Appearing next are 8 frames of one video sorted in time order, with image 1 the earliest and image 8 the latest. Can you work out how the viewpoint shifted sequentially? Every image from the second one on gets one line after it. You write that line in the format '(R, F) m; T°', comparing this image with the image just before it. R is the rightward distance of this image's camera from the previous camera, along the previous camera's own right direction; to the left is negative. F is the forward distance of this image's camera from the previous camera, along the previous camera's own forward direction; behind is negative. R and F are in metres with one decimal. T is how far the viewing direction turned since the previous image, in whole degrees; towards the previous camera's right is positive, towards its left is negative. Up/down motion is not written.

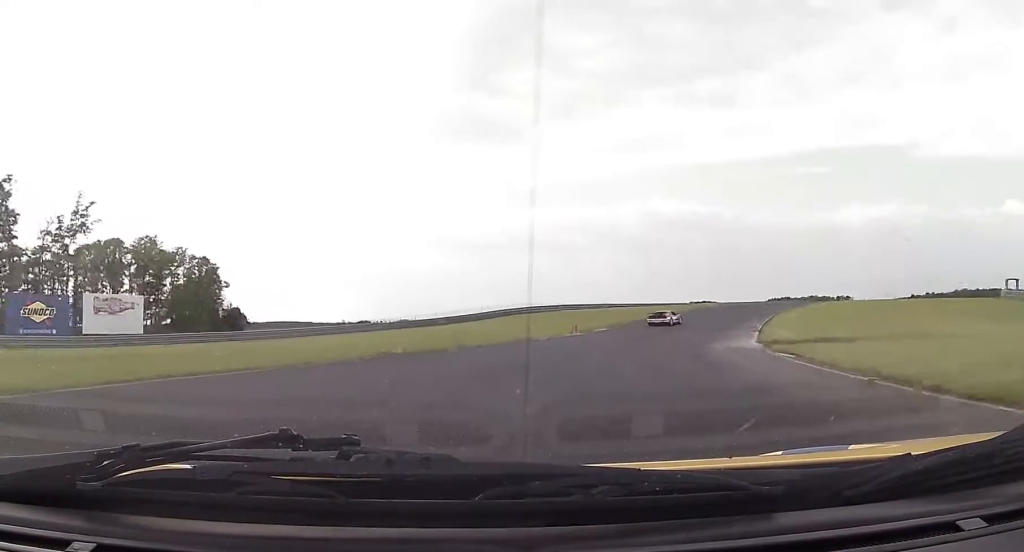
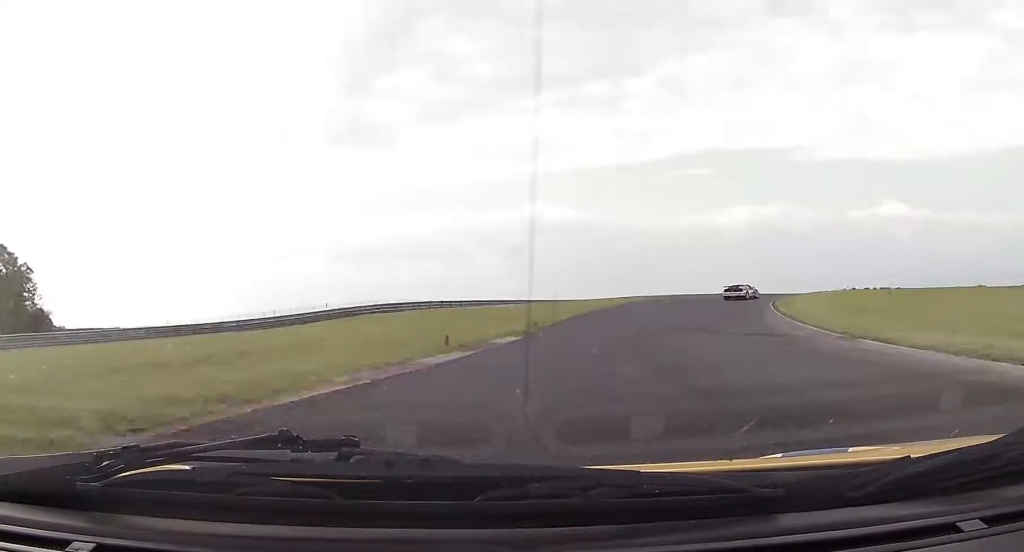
(+2.3, +28.1) m; +12°
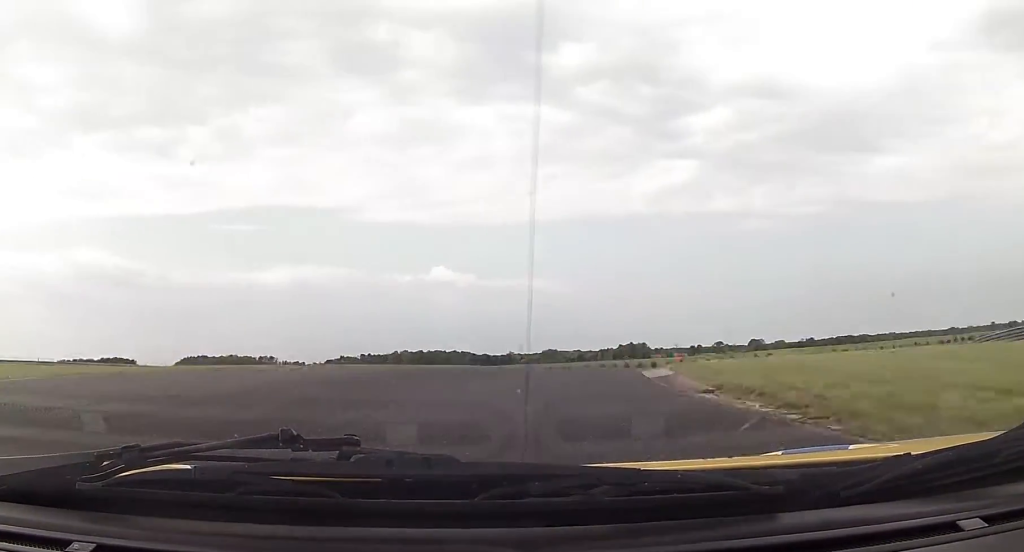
(+16.6, +50.4) m; +38°
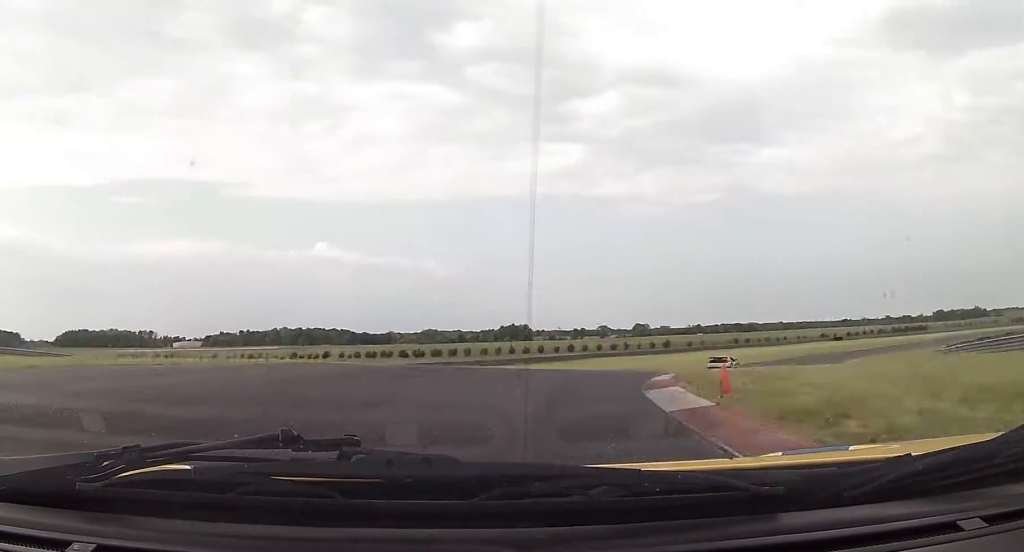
(+0.9, +13.9) m; +10°
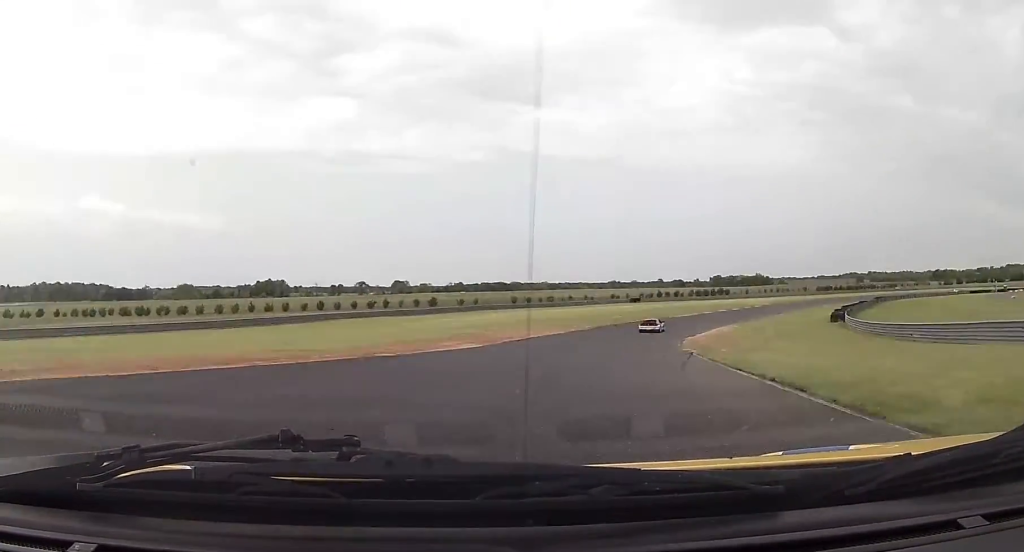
(+4.3, +27.4) m; +17°
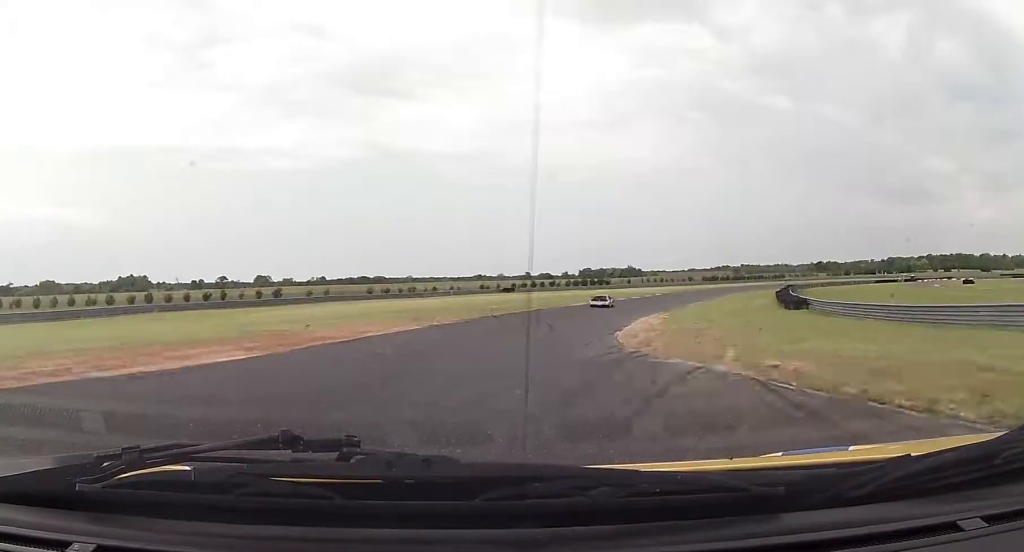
(+2.2, +20.7) m; +11°
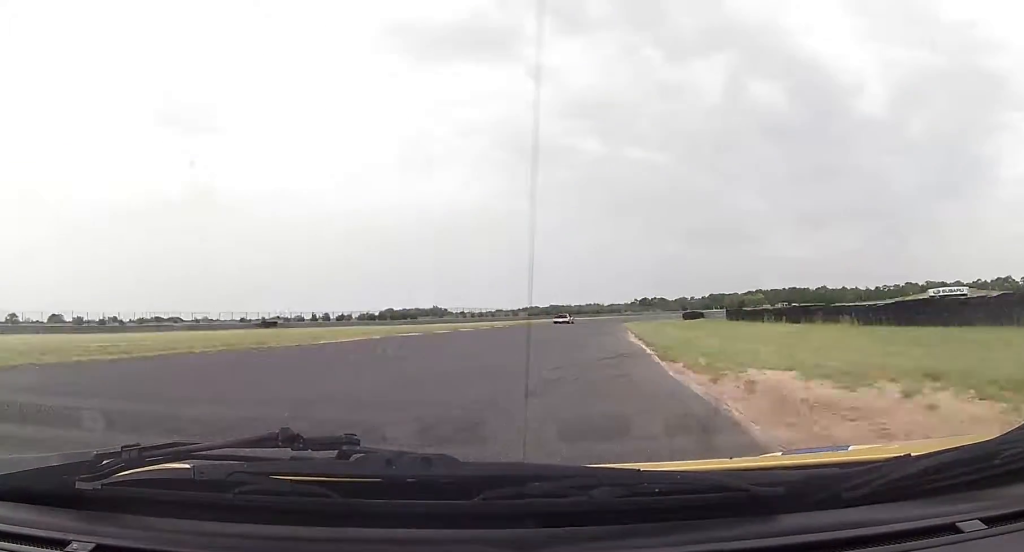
(+7.3, +46.5) m; +15°
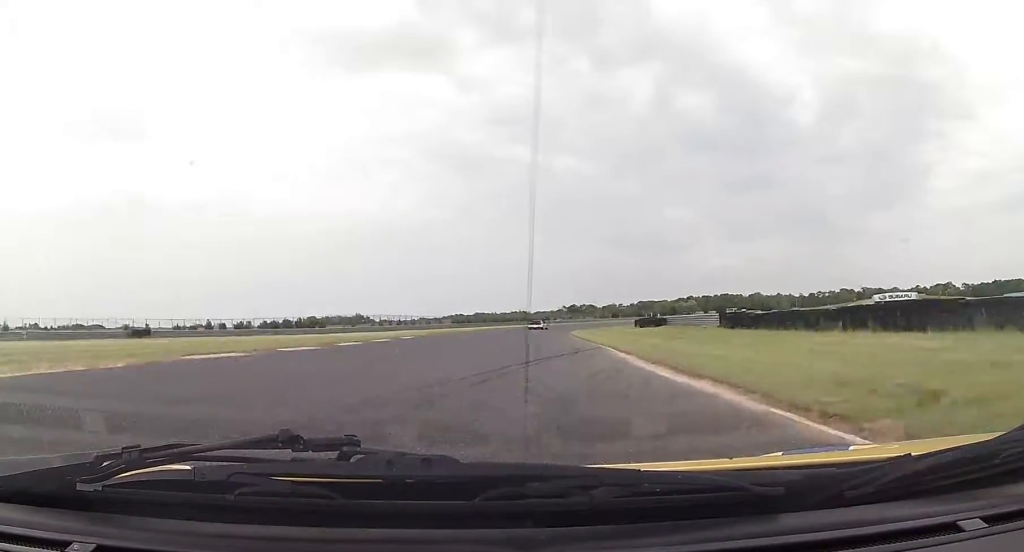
(+0.2, +17.0) m; +4°
